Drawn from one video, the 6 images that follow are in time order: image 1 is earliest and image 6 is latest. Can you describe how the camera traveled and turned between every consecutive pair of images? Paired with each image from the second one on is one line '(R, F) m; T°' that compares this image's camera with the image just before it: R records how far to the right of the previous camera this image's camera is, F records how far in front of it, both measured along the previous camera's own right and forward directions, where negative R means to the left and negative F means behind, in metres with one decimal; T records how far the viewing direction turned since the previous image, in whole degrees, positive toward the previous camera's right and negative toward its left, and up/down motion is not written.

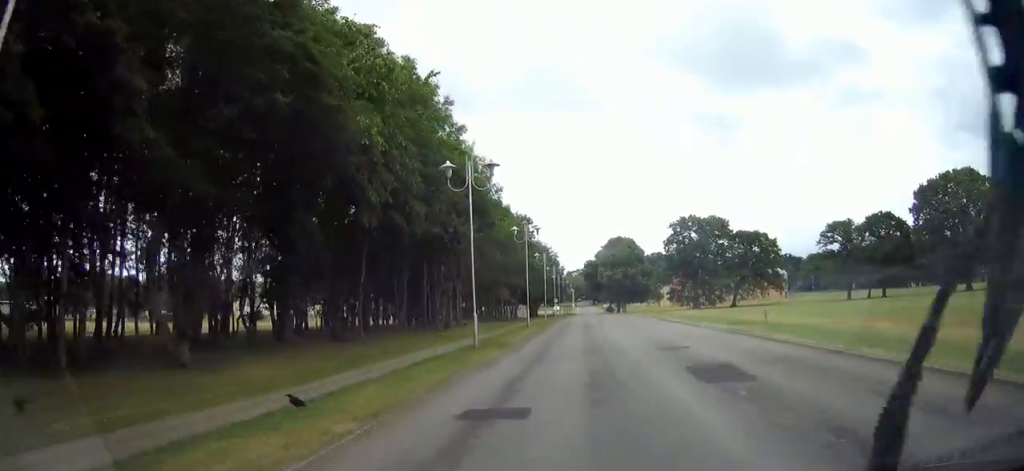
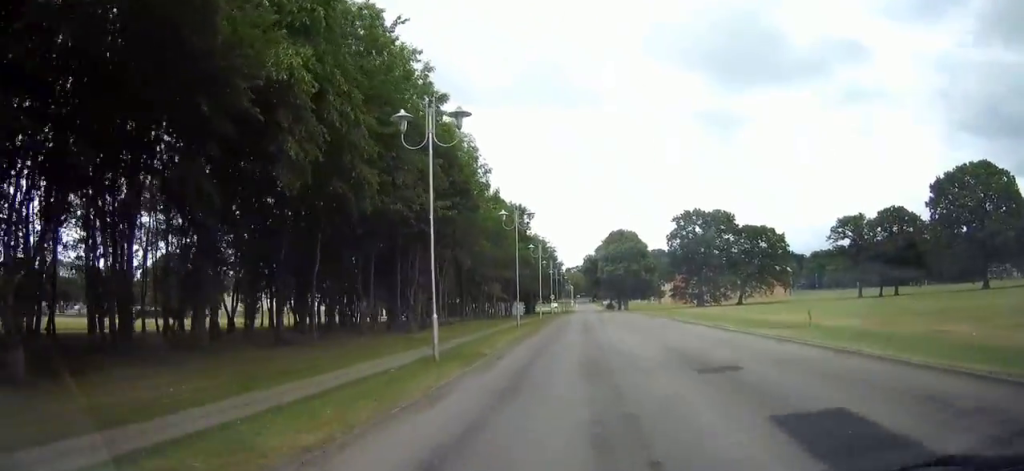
(-0.1, +6.1) m; 0°
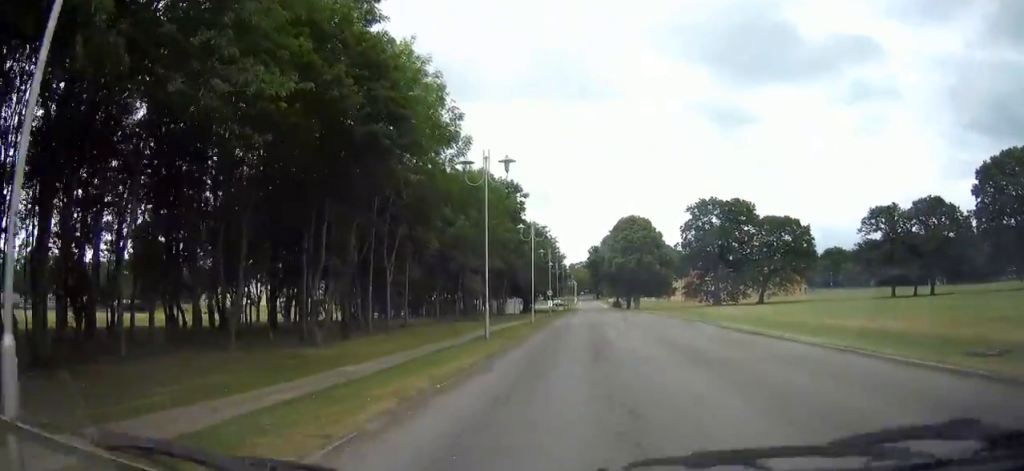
(0.0, +13.3) m; -1°
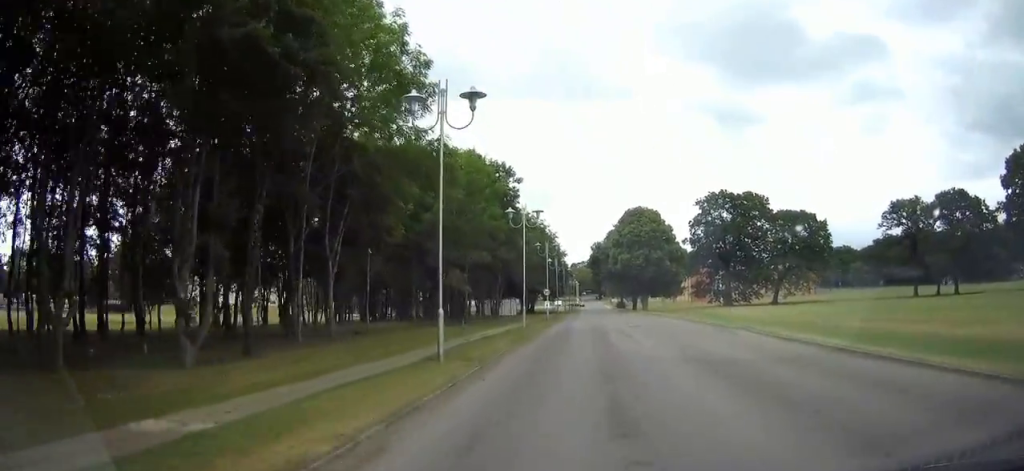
(-0.1, +7.7) m; -1°
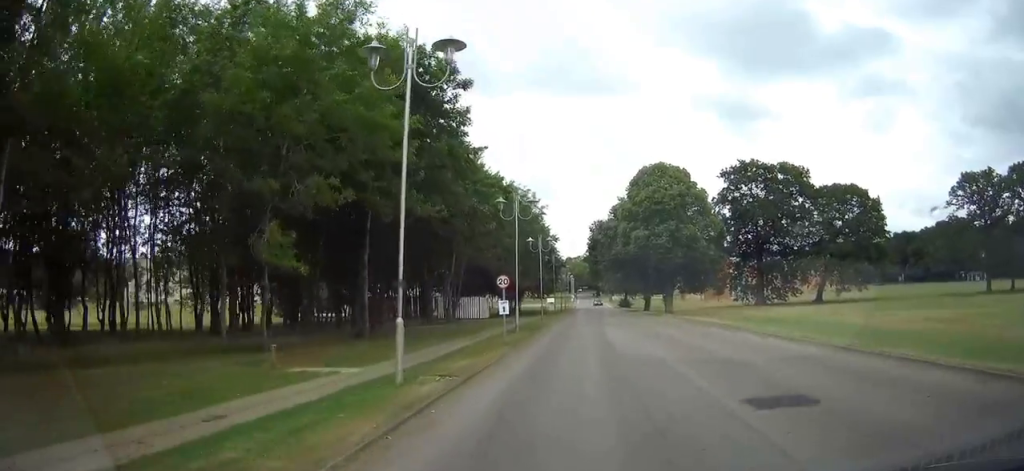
(+0.3, +23.6) m; +4°
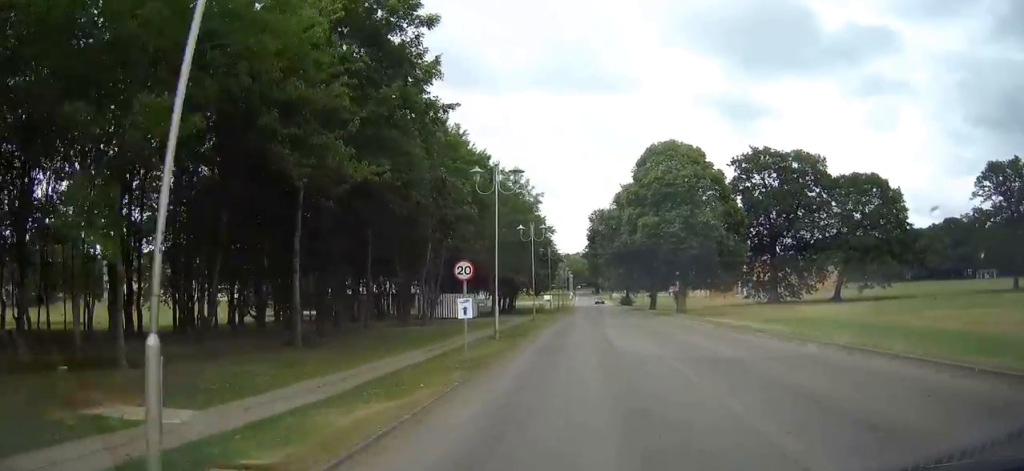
(+0.3, +7.0) m; +1°
